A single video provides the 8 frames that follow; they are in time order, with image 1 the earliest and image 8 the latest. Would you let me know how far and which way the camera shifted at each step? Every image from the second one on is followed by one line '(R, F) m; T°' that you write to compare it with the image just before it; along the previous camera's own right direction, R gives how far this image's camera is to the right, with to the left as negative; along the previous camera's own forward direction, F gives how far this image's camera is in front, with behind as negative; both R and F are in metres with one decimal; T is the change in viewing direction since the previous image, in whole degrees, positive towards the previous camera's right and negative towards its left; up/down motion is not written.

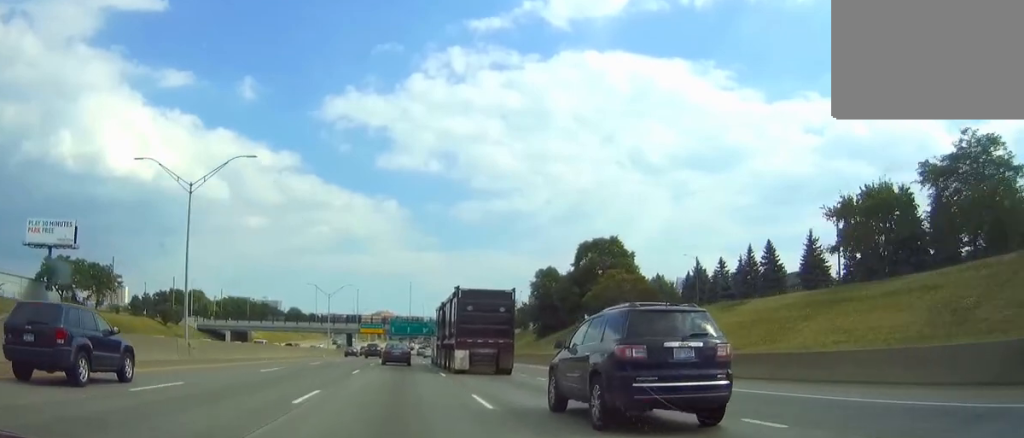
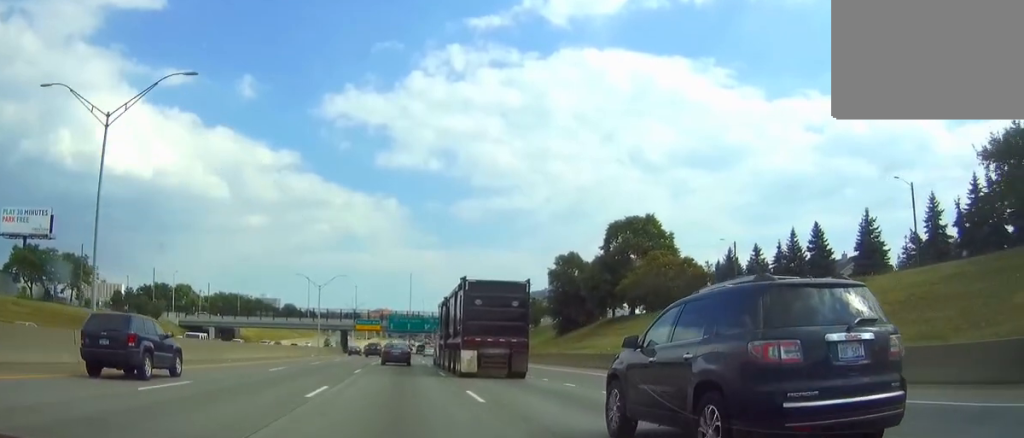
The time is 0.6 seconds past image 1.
(+0.1, +14.3) m; 0°
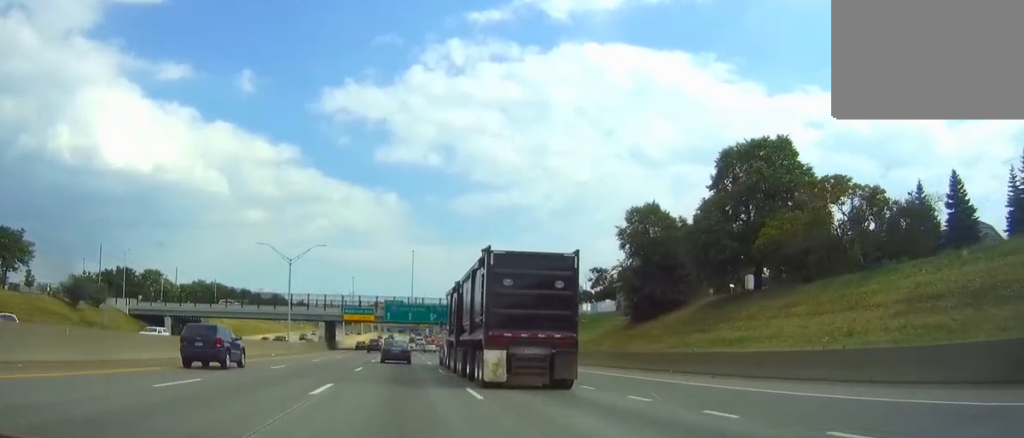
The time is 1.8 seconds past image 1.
(0.0, +29.6) m; 0°
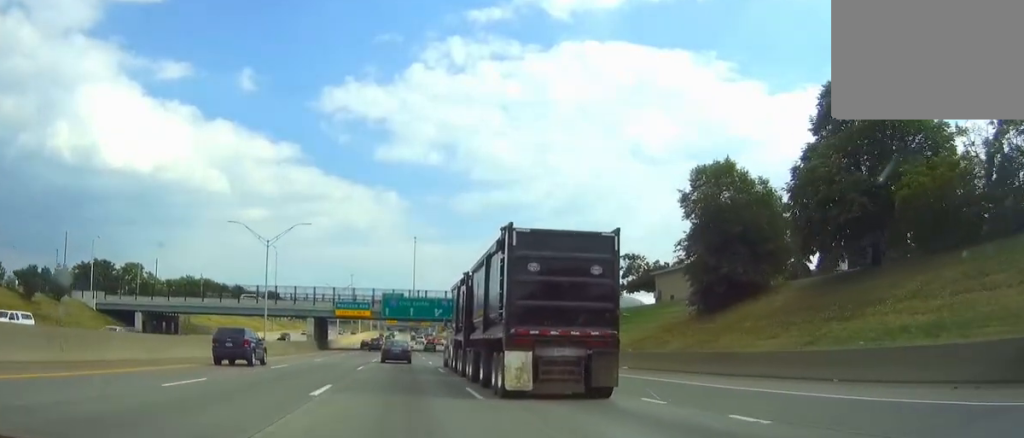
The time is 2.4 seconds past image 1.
(0.0, +14.7) m; 0°
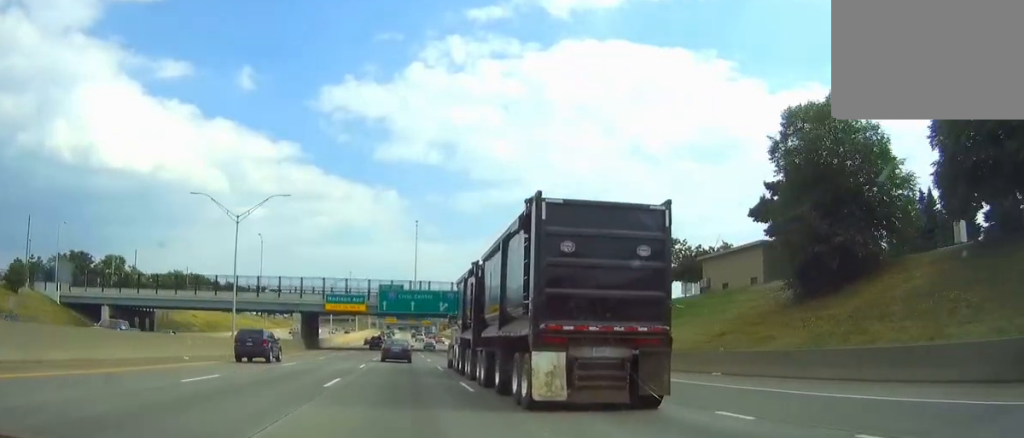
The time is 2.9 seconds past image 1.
(0.0, +12.8) m; 0°
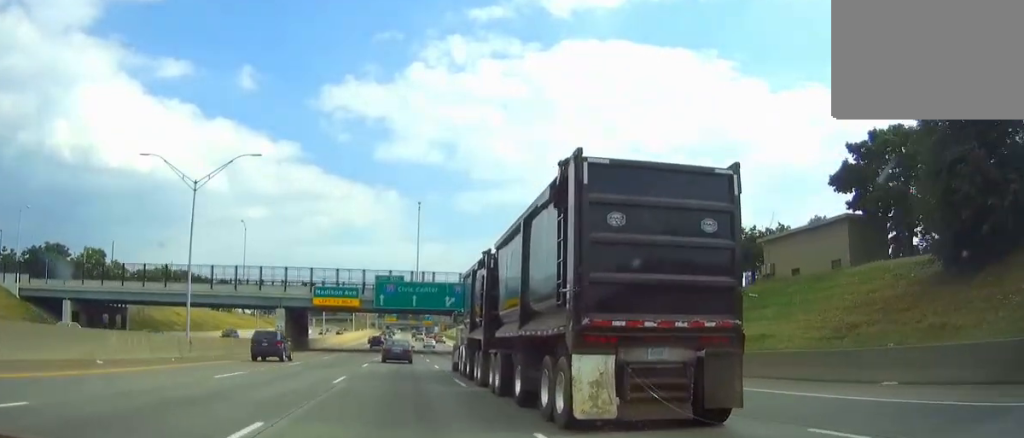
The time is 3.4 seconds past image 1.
(0.0, +12.3) m; 0°
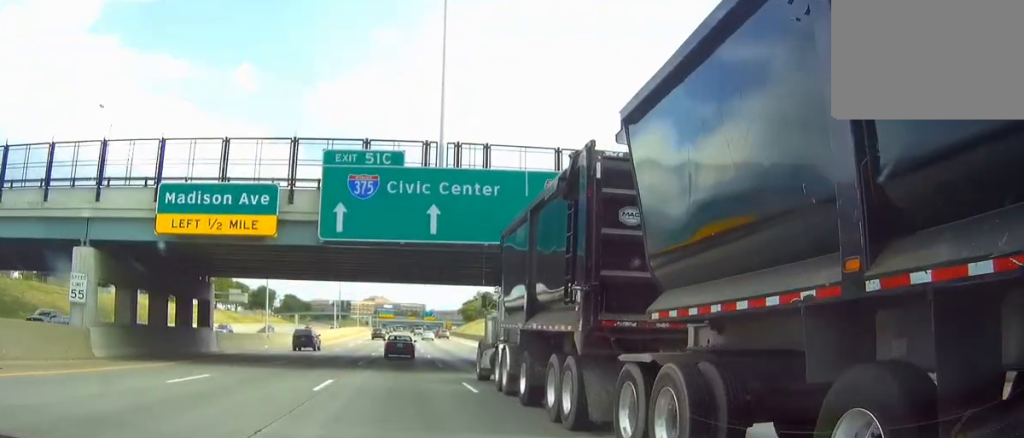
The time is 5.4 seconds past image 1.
(0.0, +49.8) m; 0°
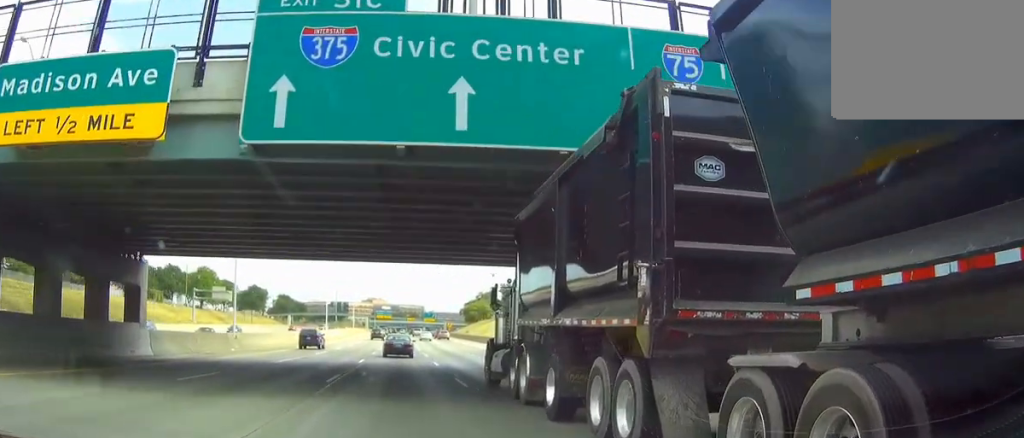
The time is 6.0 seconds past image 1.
(0.0, +14.2) m; 0°
